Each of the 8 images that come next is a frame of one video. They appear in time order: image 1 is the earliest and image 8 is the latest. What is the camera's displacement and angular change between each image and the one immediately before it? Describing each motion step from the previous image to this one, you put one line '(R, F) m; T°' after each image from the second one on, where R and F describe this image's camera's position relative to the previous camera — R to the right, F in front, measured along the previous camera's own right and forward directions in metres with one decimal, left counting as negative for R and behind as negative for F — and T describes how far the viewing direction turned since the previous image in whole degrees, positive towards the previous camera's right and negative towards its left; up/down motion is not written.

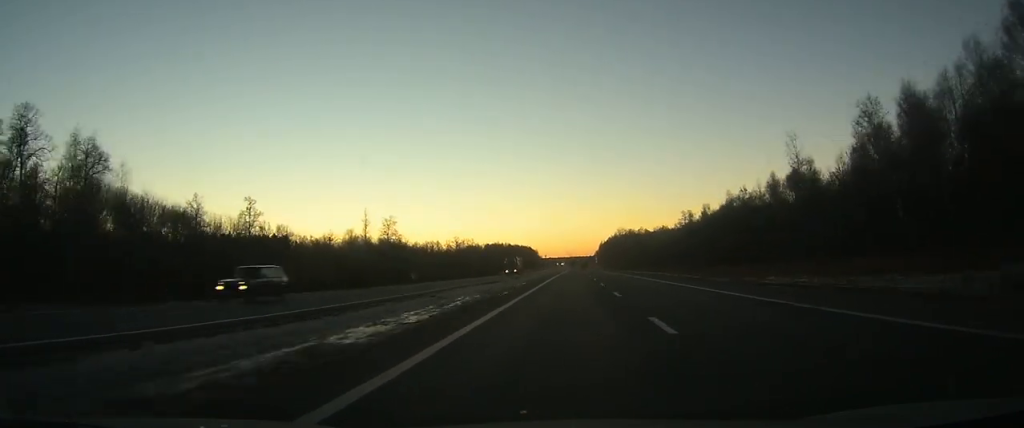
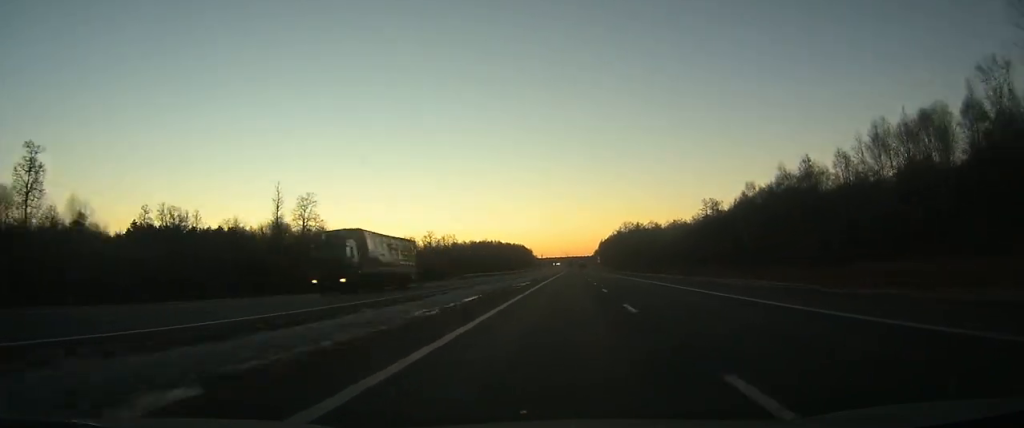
(+0.1, +54.8) m; 0°
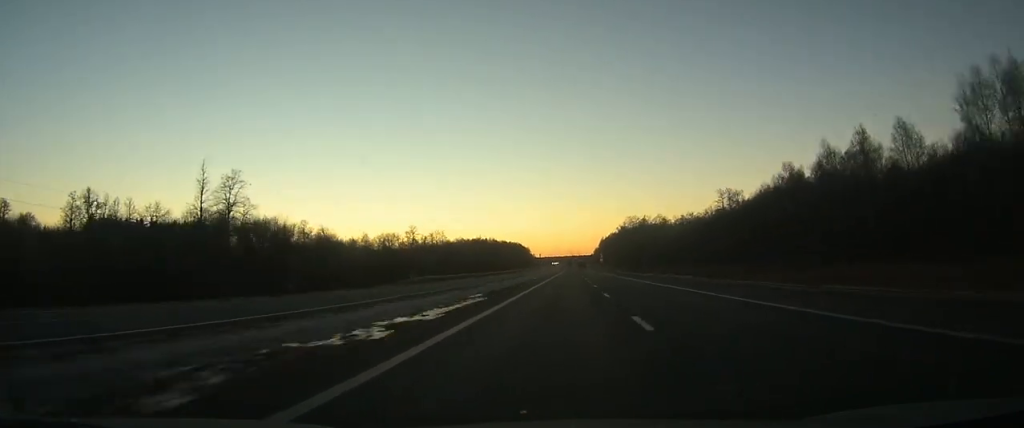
(0.0, +28.3) m; 0°
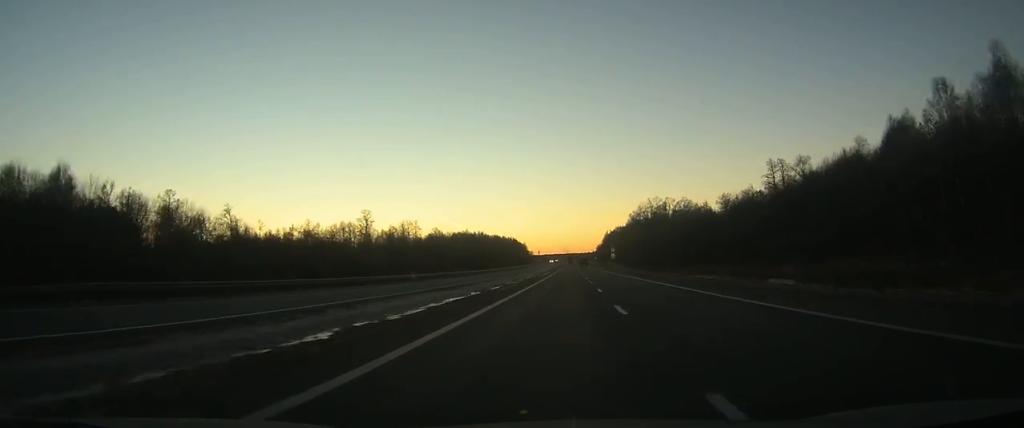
(0.0, +56.3) m; 0°
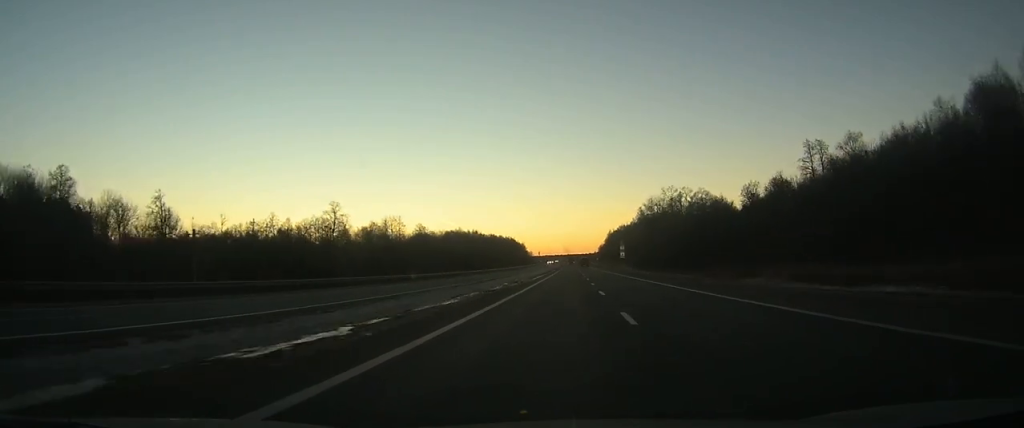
(+0.1, +26.1) m; 0°
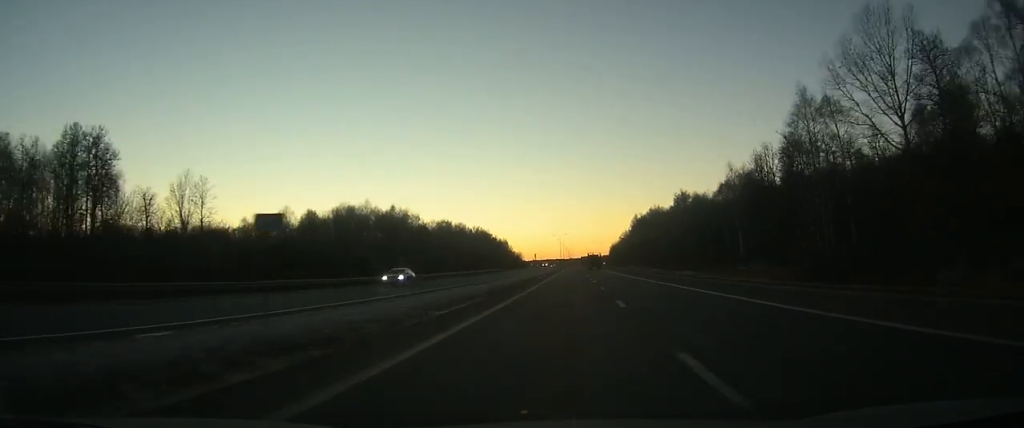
(-0.7, +156.2) m; -1°
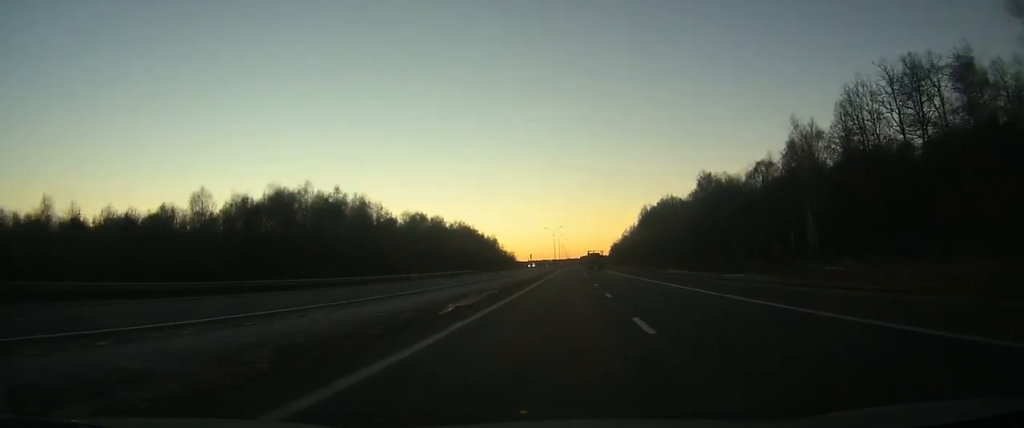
(0.0, +41.1) m; 0°
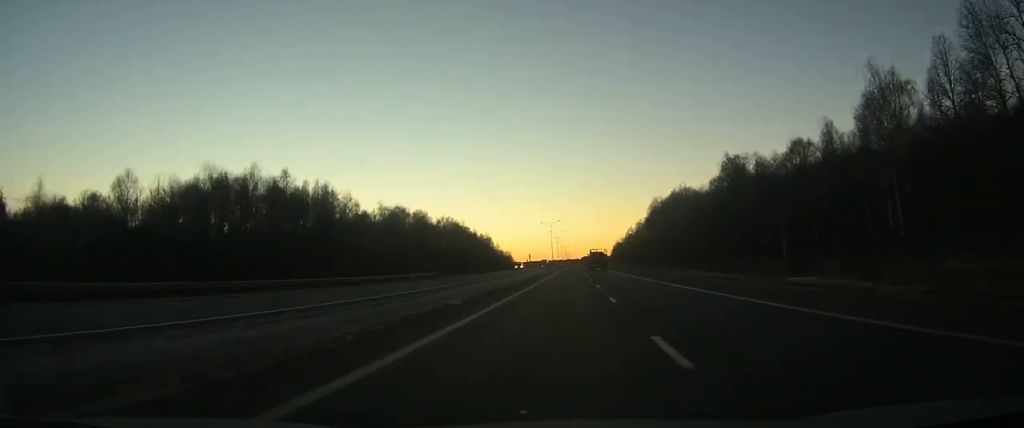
(+0.1, +27.8) m; 0°
